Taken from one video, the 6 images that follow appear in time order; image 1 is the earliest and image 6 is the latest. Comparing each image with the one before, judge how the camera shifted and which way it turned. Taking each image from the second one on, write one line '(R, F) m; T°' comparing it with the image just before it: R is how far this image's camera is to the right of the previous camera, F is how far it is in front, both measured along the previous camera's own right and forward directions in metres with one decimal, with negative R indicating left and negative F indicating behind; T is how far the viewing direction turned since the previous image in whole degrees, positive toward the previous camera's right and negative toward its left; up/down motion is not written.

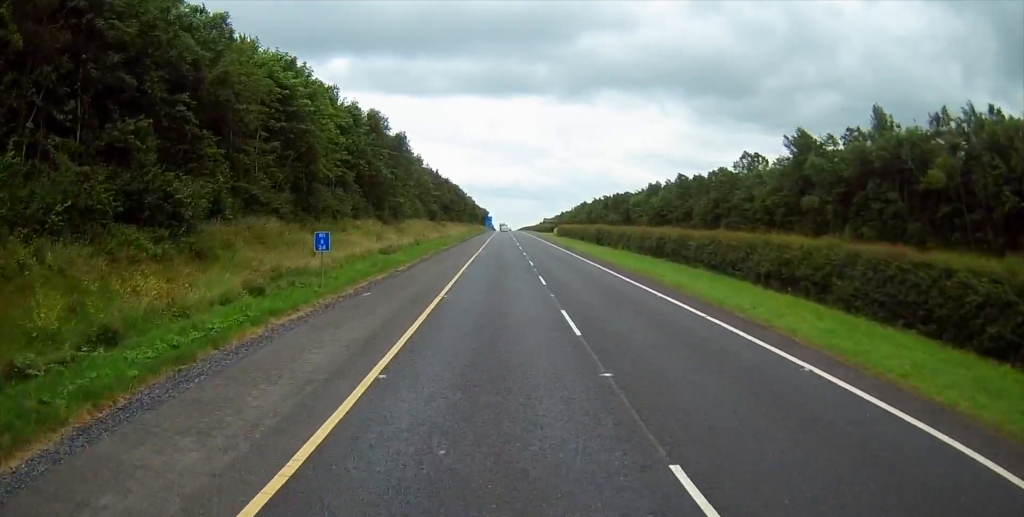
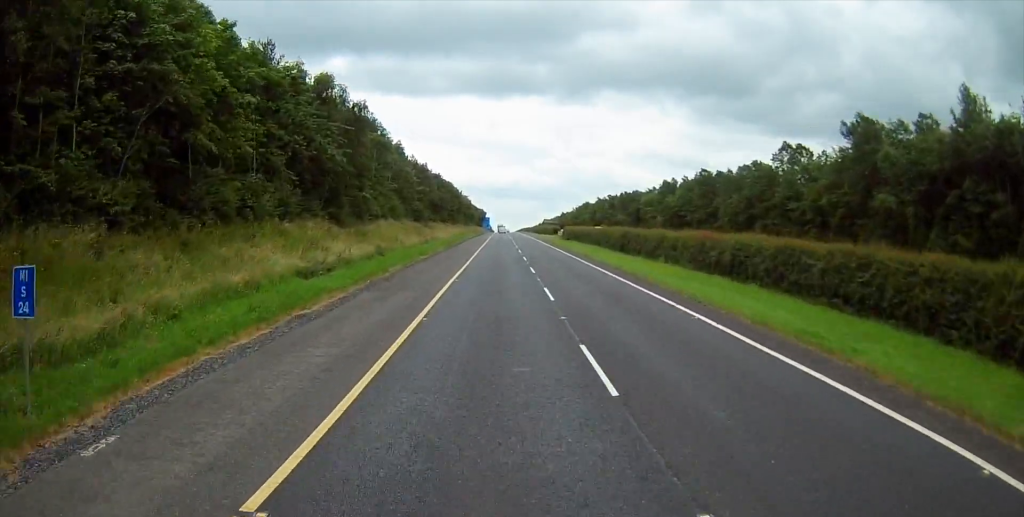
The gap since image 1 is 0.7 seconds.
(0.0, +17.0) m; 0°
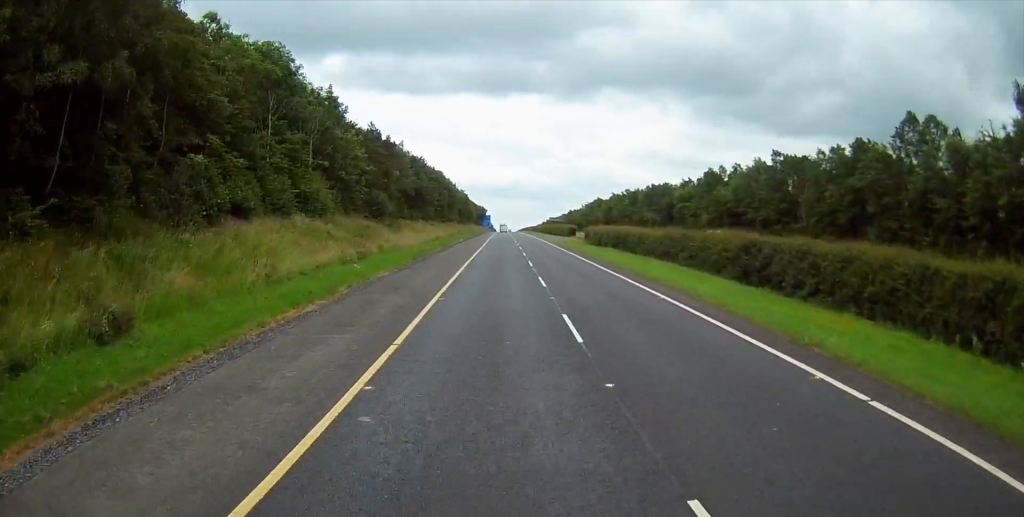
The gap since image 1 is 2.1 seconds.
(-0.3, +31.5) m; 0°
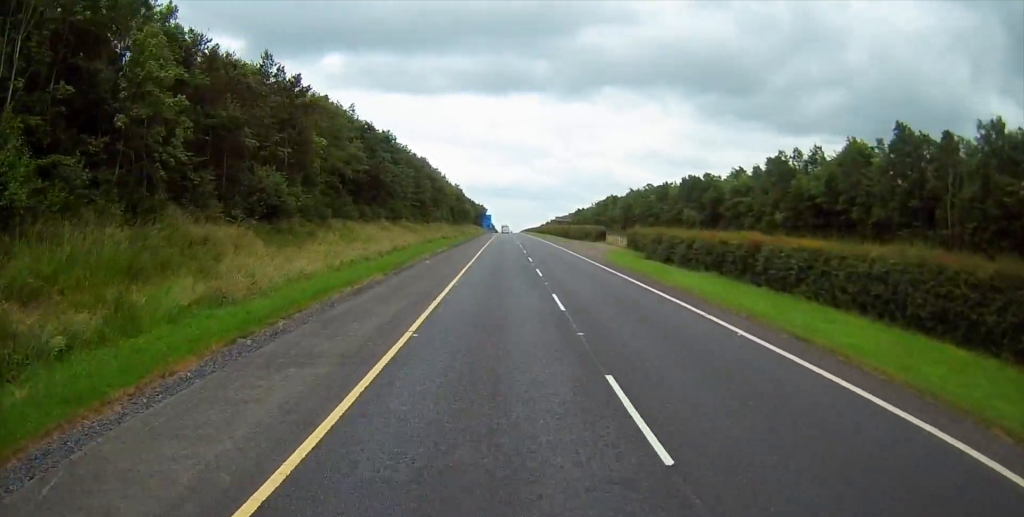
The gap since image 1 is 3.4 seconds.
(+0.3, +30.8) m; 0°
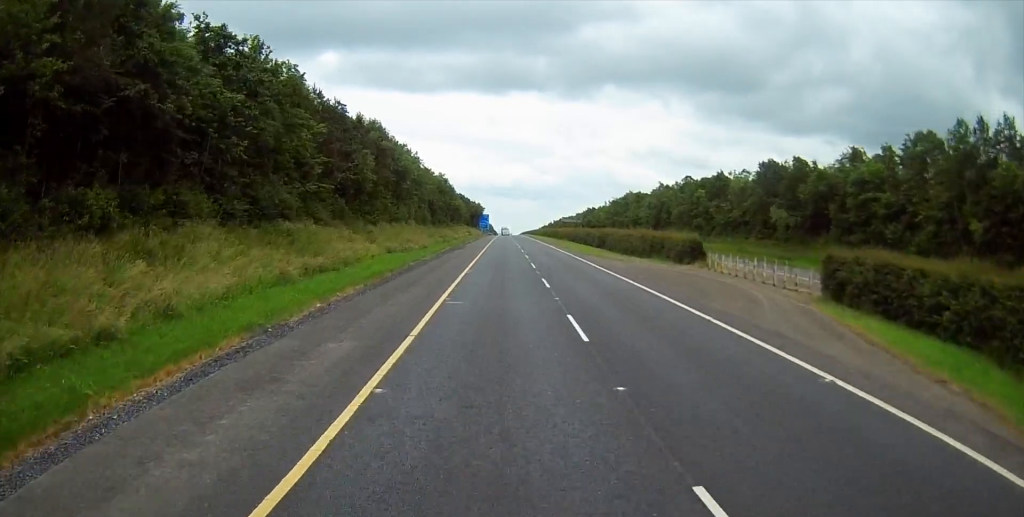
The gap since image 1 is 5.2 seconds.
(-0.4, +40.2) m; 0°
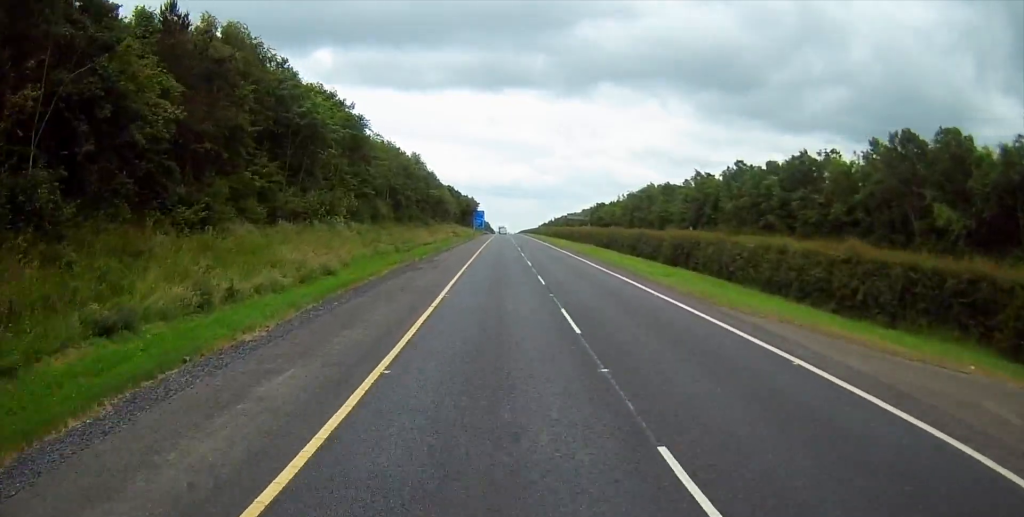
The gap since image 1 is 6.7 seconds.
(+0.1, +34.7) m; 0°
